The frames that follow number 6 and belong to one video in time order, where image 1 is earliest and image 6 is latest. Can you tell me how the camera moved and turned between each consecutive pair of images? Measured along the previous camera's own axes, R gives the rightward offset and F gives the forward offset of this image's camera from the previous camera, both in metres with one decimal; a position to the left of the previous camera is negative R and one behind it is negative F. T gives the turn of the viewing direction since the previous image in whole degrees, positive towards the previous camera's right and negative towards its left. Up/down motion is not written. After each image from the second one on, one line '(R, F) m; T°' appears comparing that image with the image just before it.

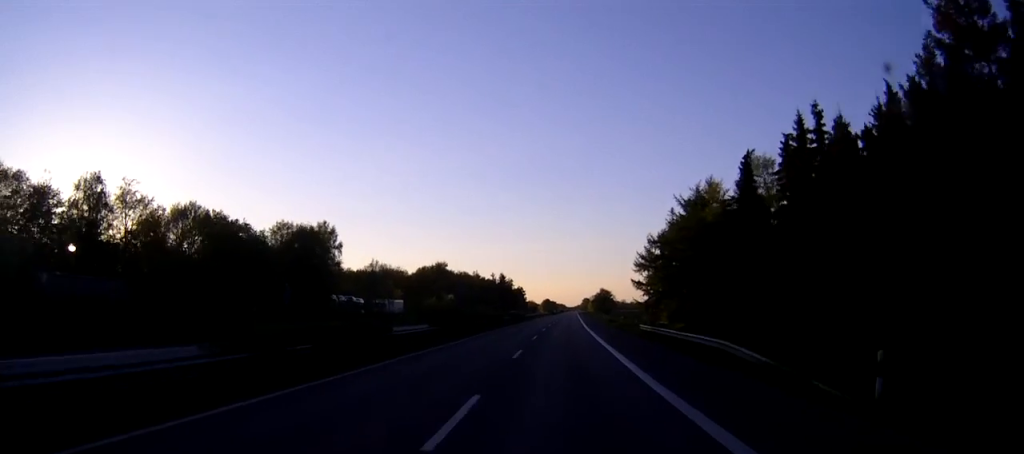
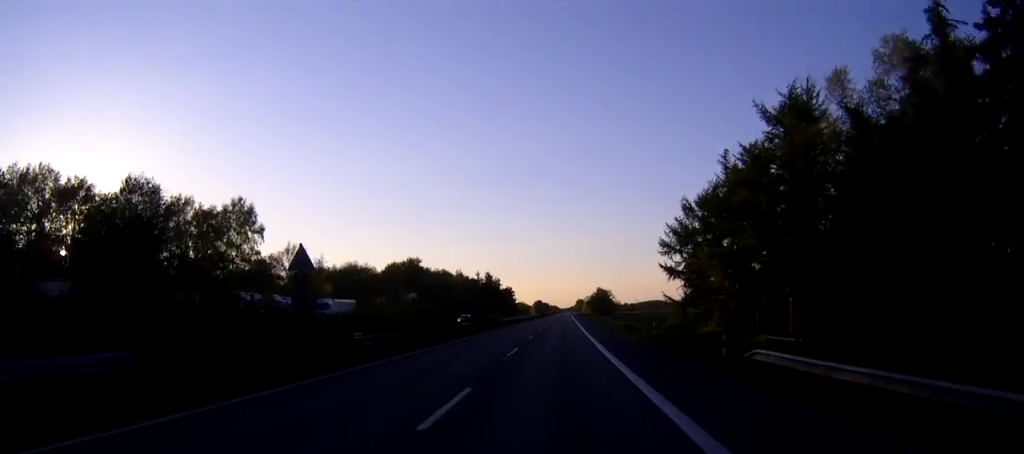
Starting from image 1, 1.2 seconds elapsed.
(+0.1, +33.5) m; 0°
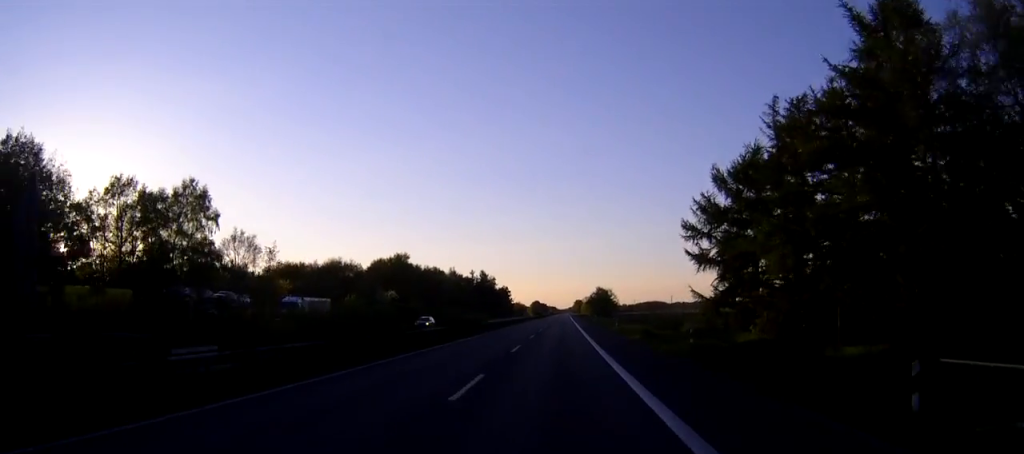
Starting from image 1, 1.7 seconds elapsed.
(0.0, +14.0) m; 0°
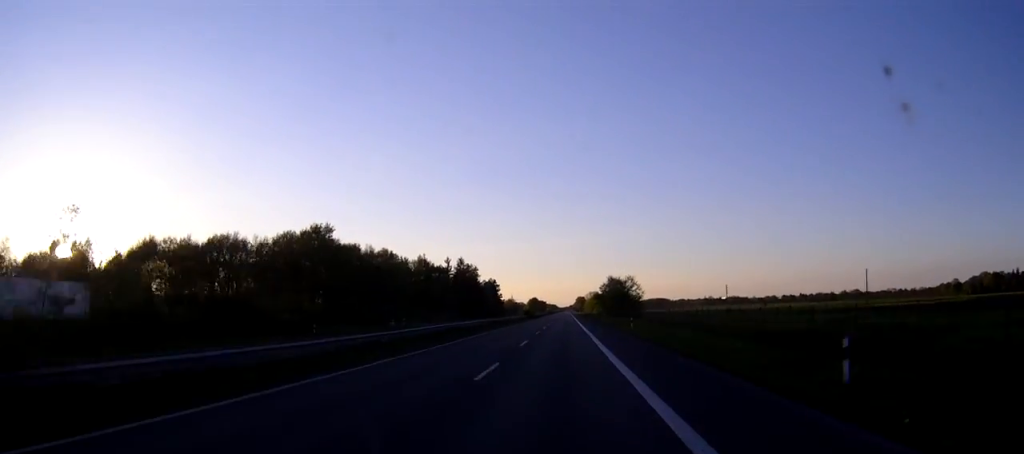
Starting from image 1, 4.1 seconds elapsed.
(+0.3, +67.1) m; 0°
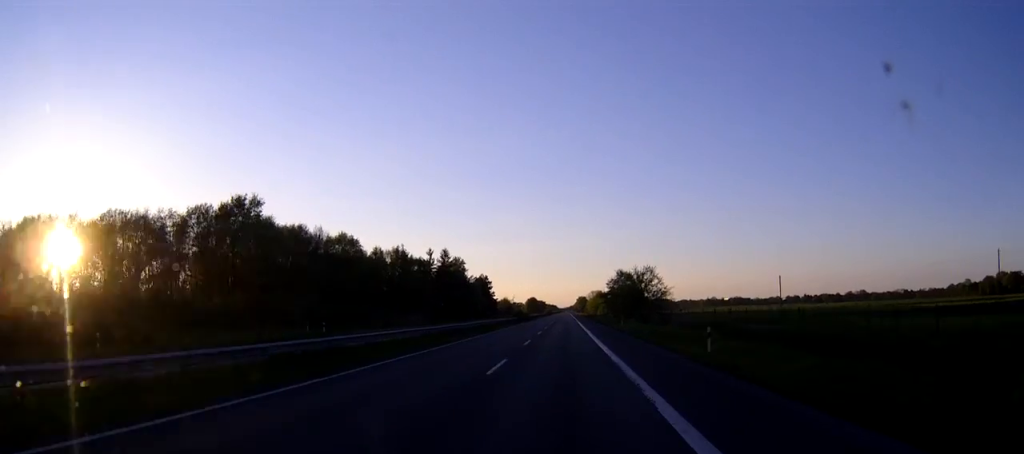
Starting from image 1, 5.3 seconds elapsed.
(0.0, +33.5) m; 0°
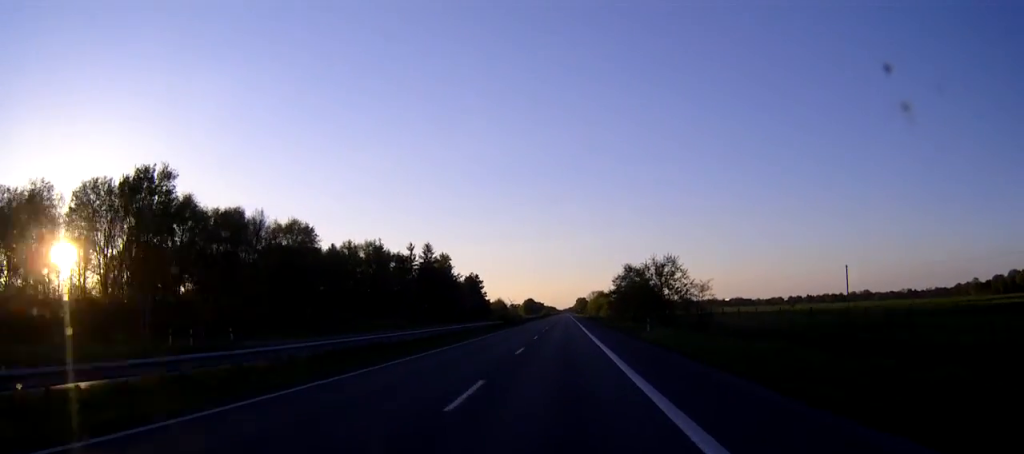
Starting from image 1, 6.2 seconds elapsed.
(-0.1, +25.1) m; 0°
